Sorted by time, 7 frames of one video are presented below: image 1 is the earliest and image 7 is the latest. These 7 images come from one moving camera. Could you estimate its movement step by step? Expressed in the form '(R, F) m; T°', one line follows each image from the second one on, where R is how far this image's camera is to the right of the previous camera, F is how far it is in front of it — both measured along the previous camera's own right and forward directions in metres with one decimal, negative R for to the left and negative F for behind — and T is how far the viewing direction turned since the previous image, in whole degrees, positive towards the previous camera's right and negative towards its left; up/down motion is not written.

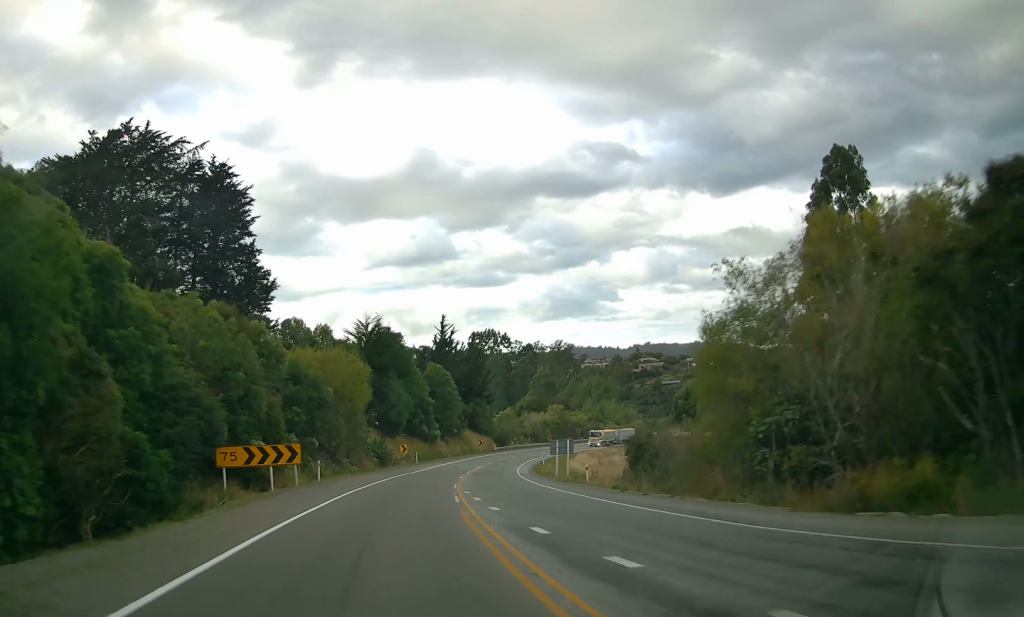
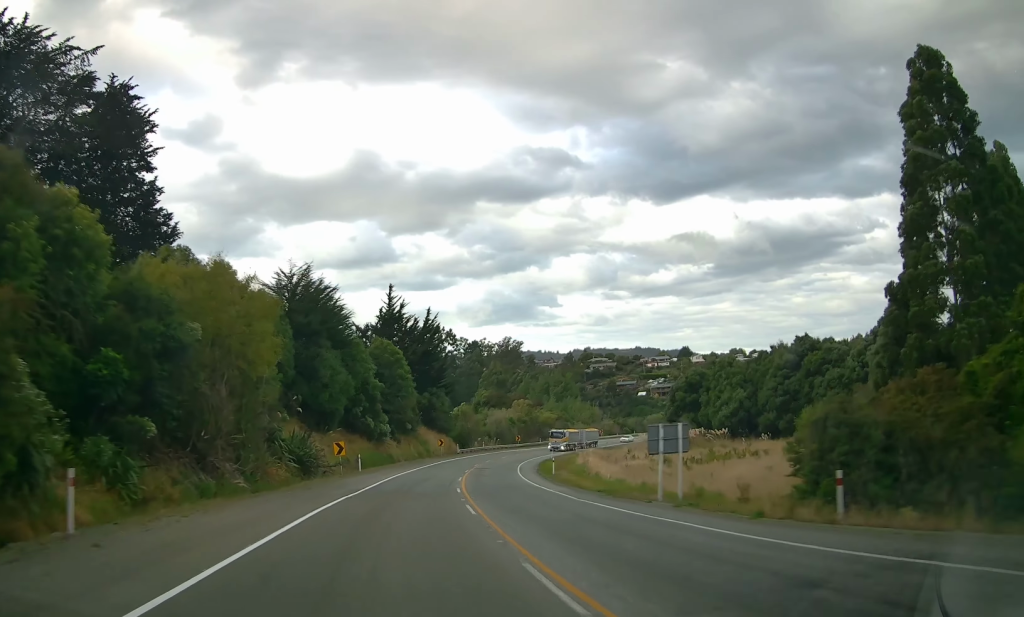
(+1.2, +24.0) m; +6°
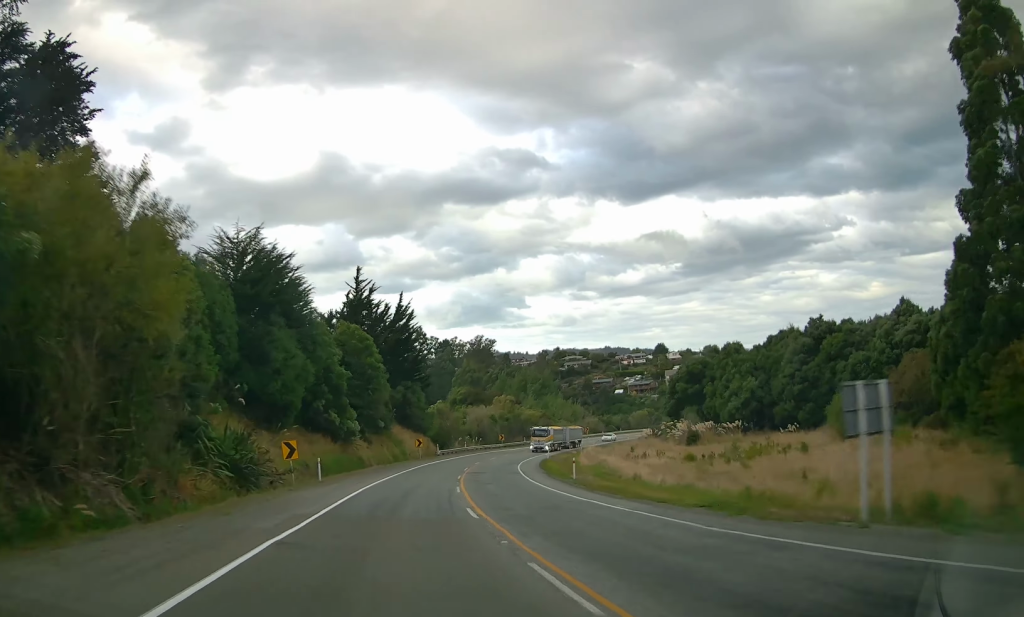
(+0.4, +10.8) m; +2°
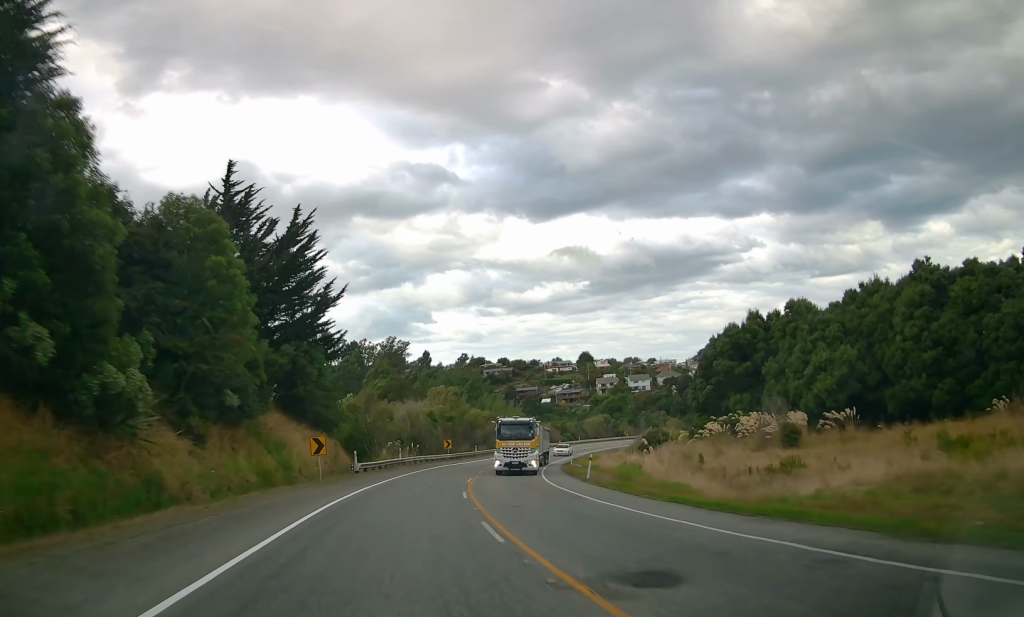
(+1.9, +34.2) m; +7°
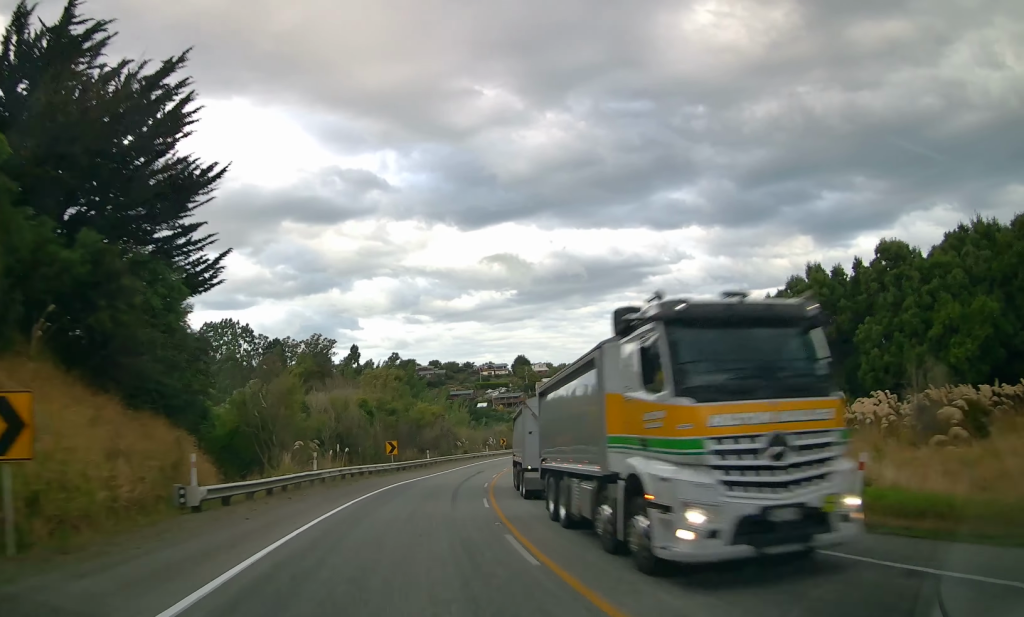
(+1.1, +22.1) m; +6°
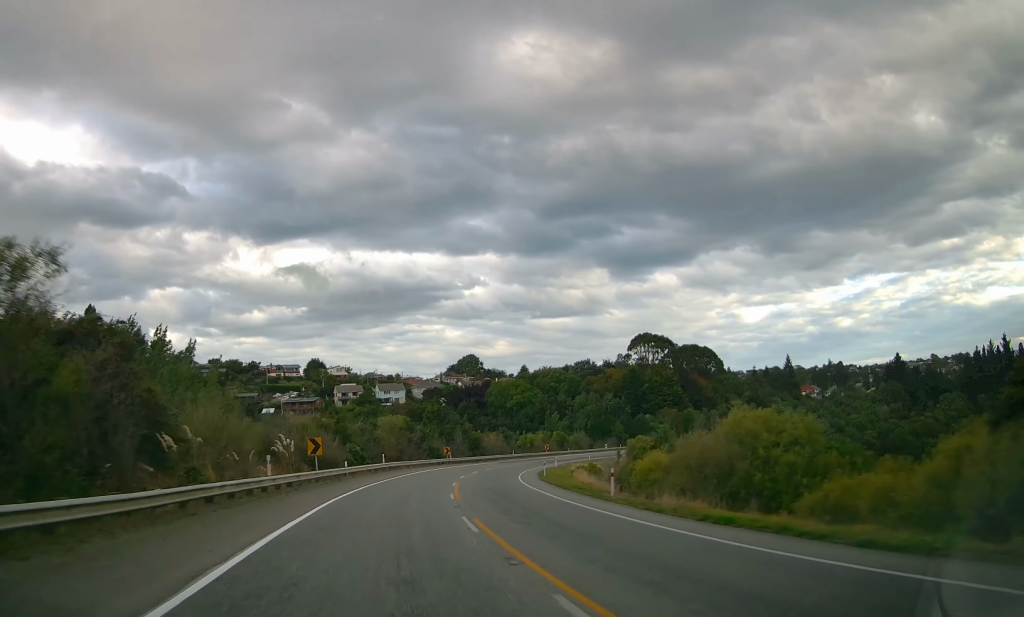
(+11.2, +54.9) m; +21°
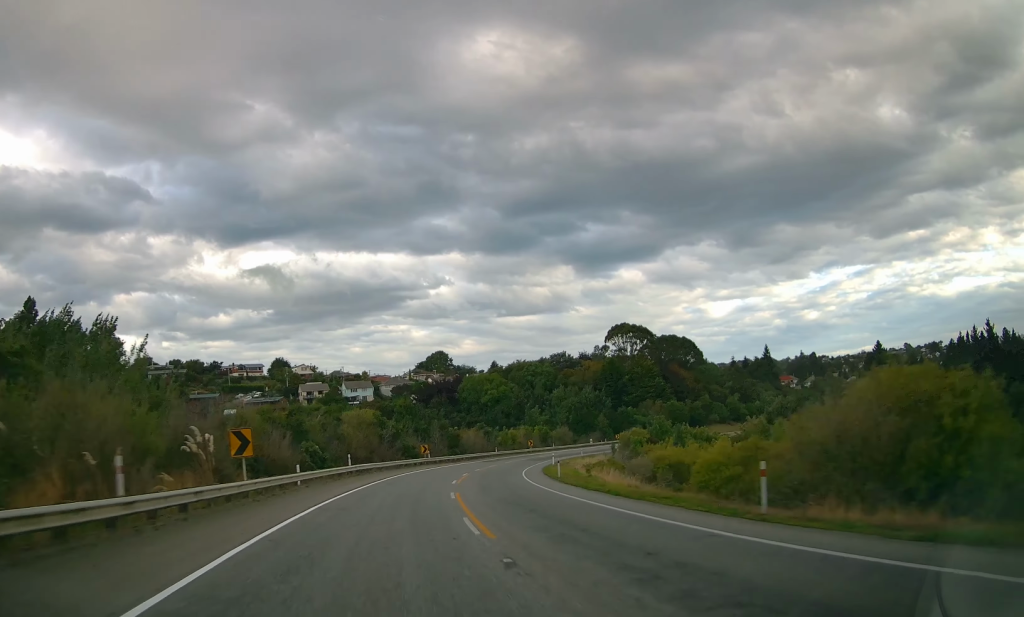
(+0.1, +11.3) m; +2°
